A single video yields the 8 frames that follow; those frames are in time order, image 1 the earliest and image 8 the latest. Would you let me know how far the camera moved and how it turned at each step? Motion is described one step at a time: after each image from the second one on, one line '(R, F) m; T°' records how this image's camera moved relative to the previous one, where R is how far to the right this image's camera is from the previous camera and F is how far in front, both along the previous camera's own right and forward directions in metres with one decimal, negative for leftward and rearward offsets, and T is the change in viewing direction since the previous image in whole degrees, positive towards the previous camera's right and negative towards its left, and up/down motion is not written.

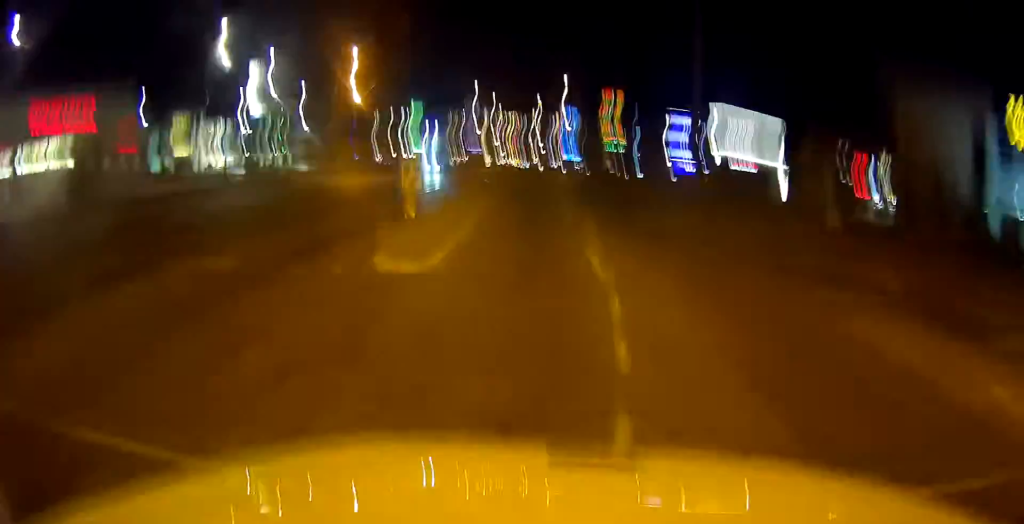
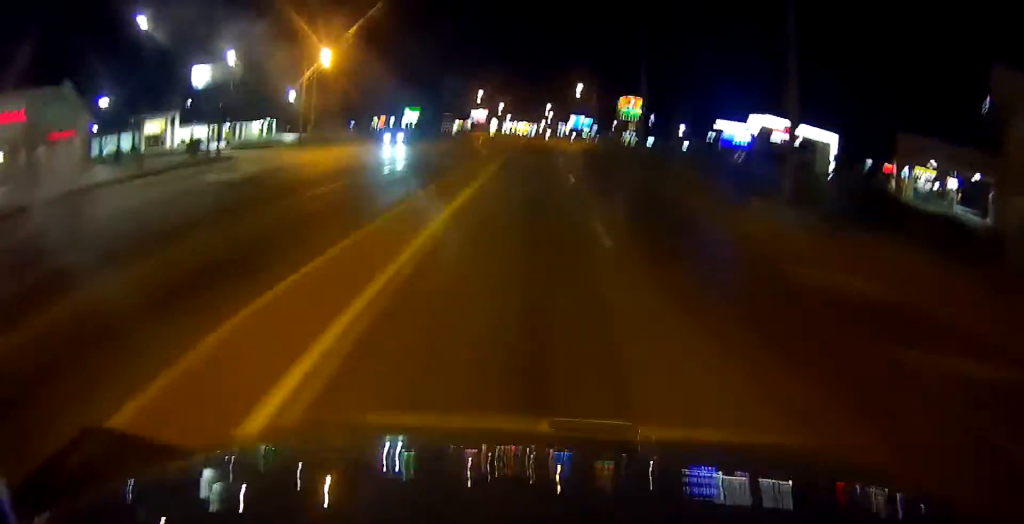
(+0.3, +12.7) m; 0°
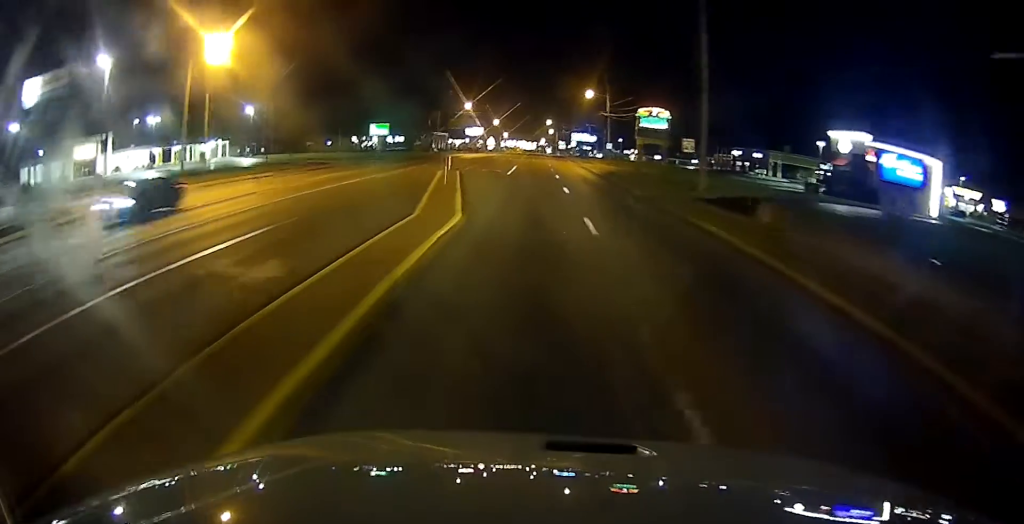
(-0.3, +21.1) m; -2°
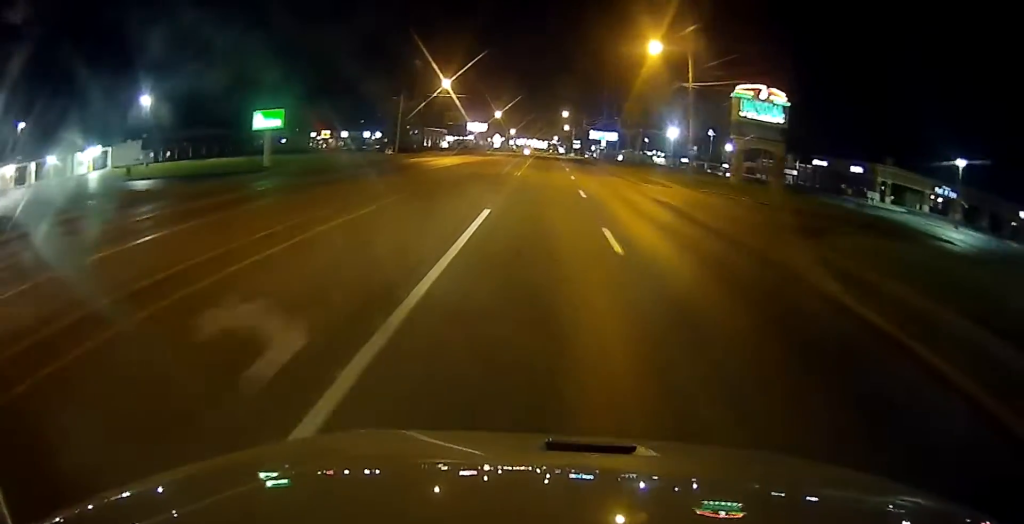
(-0.3, +37.9) m; +2°
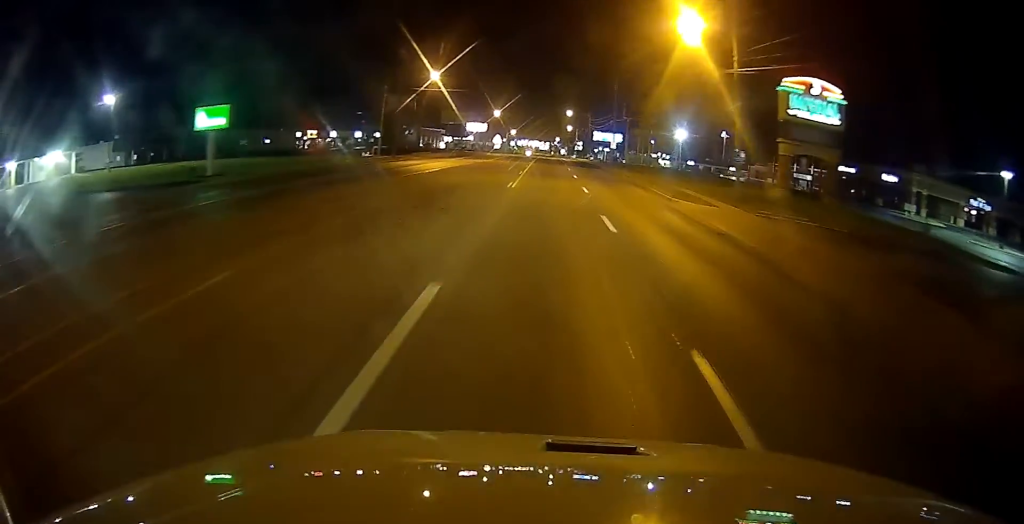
(+0.4, +9.1) m; 0°
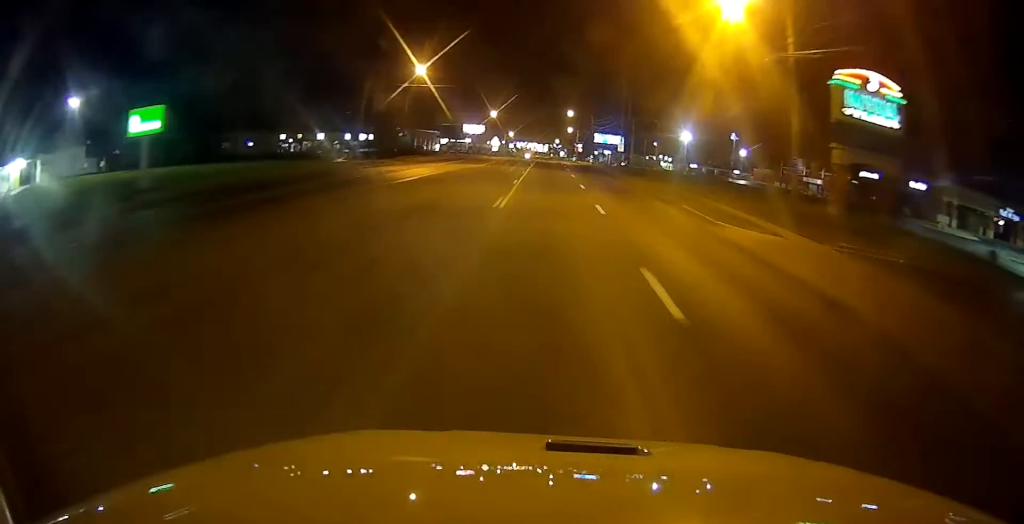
(+0.3, +7.4) m; 0°
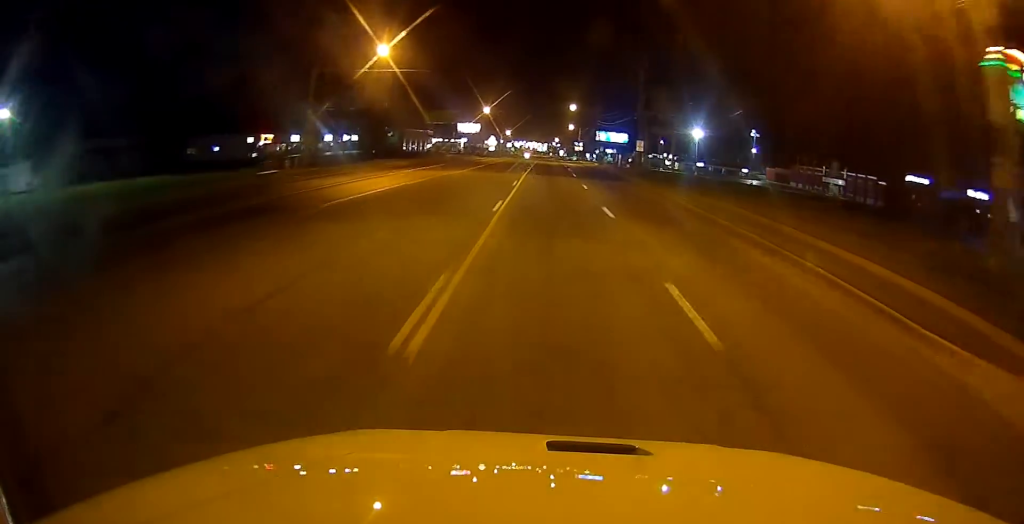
(-0.5, +13.1) m; -2°
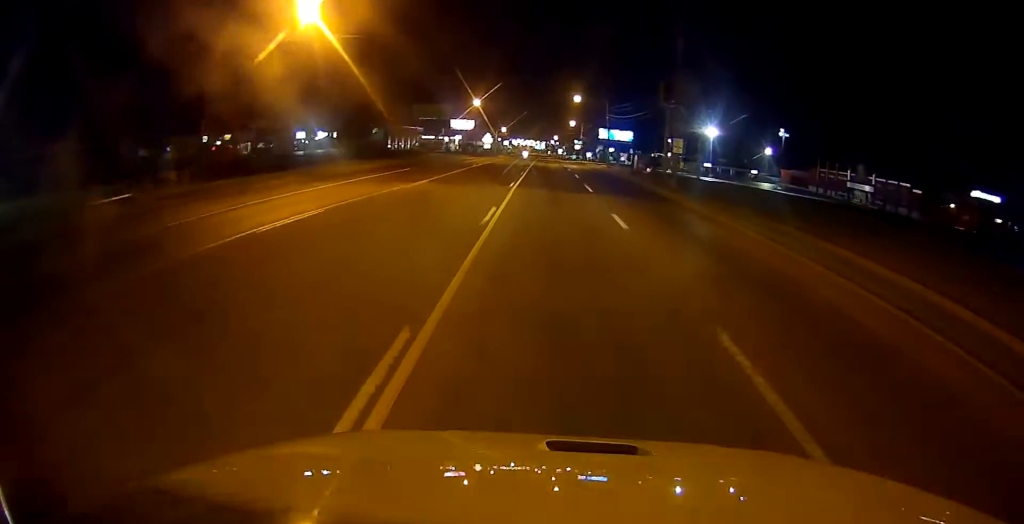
(-0.1, +14.9) m; -1°
